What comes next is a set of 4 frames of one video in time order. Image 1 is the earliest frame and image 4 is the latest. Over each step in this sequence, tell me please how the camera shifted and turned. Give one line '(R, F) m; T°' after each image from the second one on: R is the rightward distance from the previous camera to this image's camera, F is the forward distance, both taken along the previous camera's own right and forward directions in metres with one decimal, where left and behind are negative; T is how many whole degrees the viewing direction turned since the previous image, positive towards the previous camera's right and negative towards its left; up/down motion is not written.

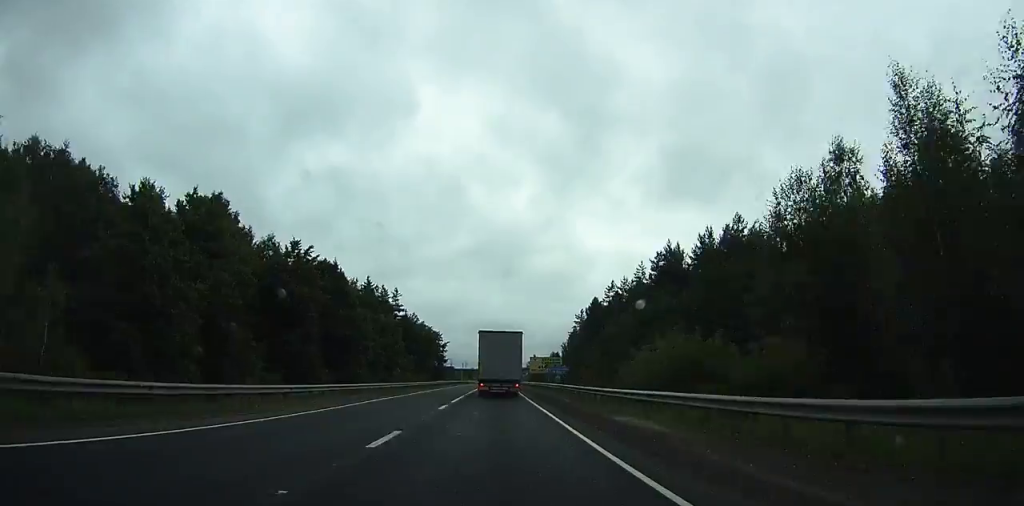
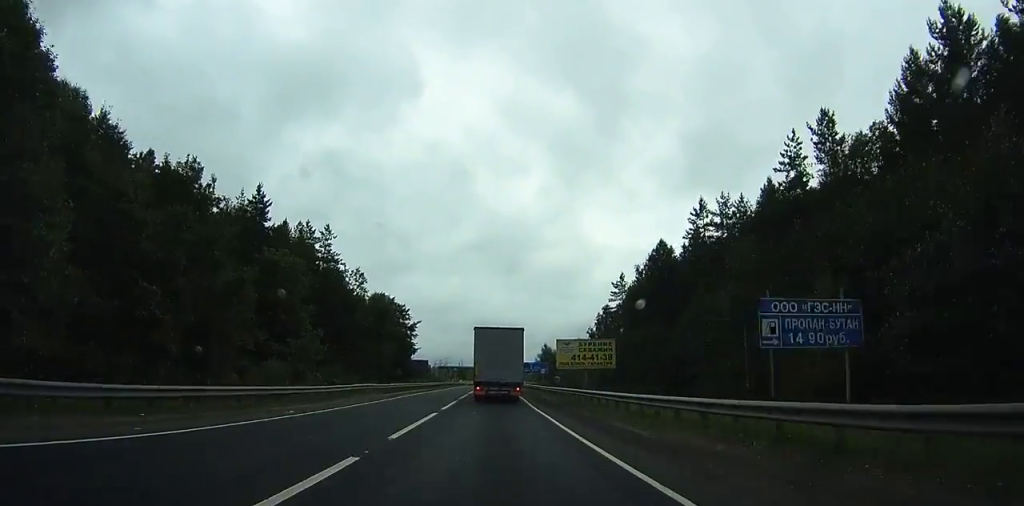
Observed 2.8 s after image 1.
(-0.4, +53.1) m; -1°
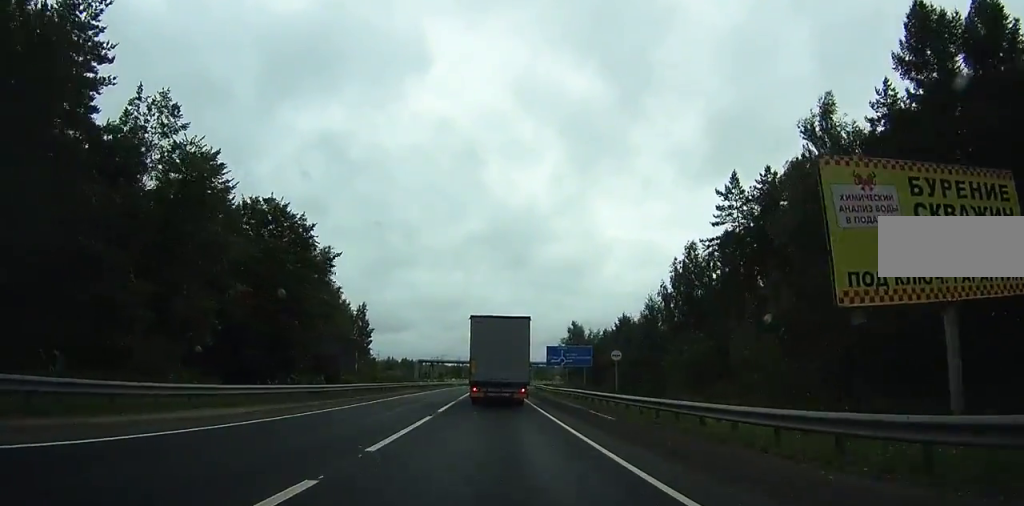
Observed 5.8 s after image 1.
(0.0, +51.6) m; 0°
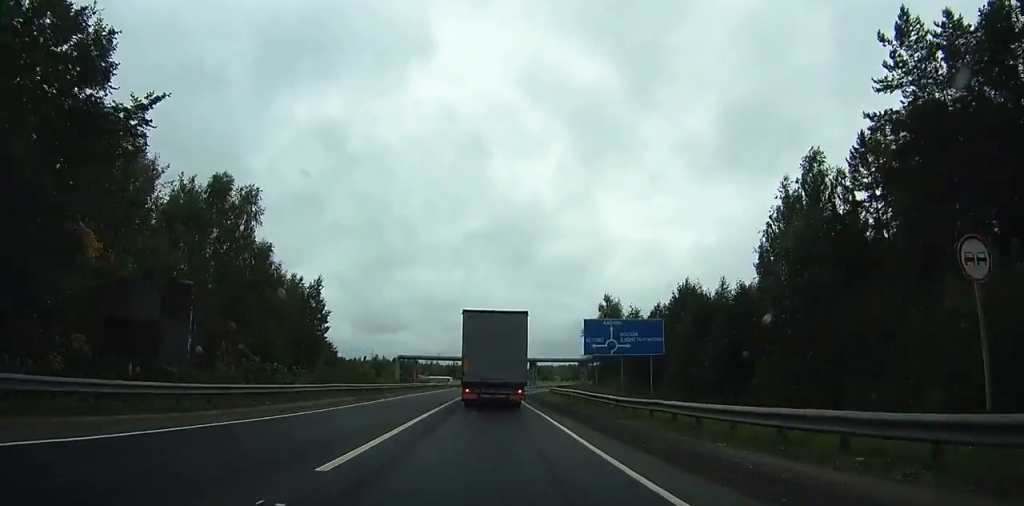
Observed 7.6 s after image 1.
(-0.1, +27.6) m; 0°
